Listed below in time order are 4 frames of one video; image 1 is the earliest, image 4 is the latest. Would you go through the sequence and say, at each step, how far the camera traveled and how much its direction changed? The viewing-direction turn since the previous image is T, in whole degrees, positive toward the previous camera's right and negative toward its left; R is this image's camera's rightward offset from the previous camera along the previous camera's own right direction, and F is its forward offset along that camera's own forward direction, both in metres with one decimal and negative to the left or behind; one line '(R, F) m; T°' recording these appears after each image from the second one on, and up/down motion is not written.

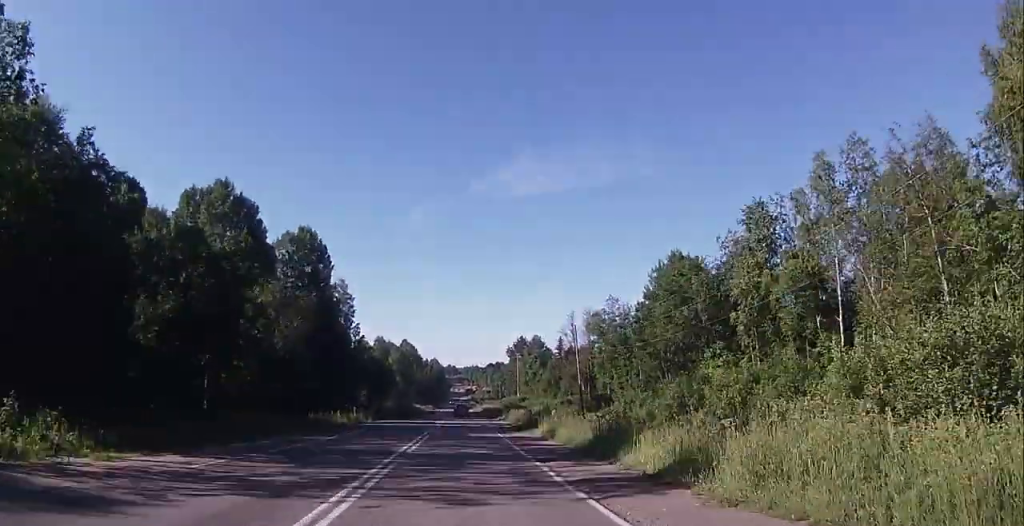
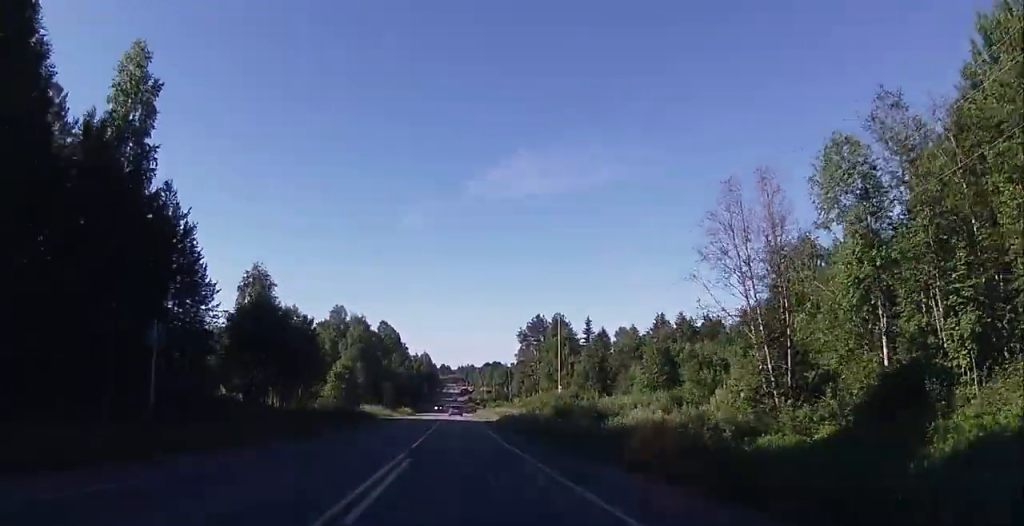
(-1.4, +60.5) m; -1°
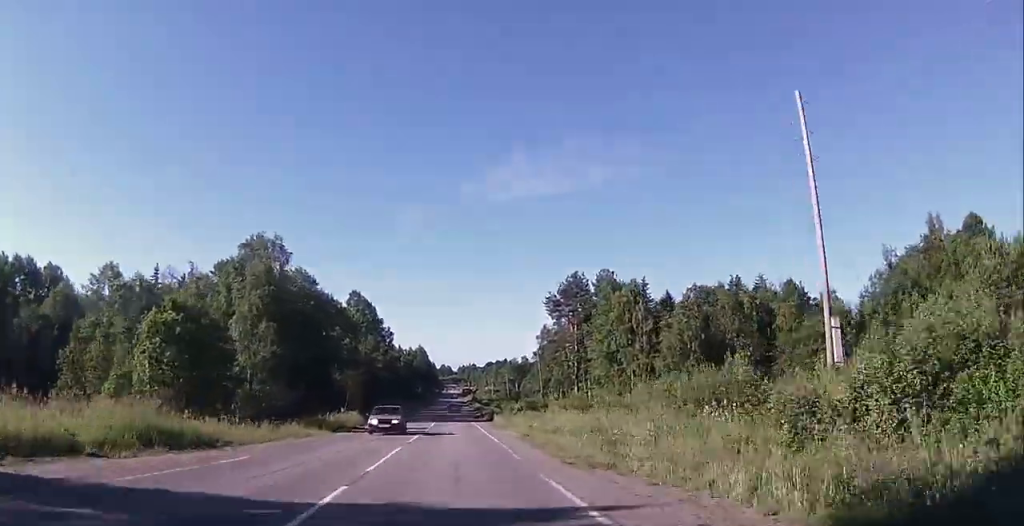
(+0.3, +58.0) m; 0°
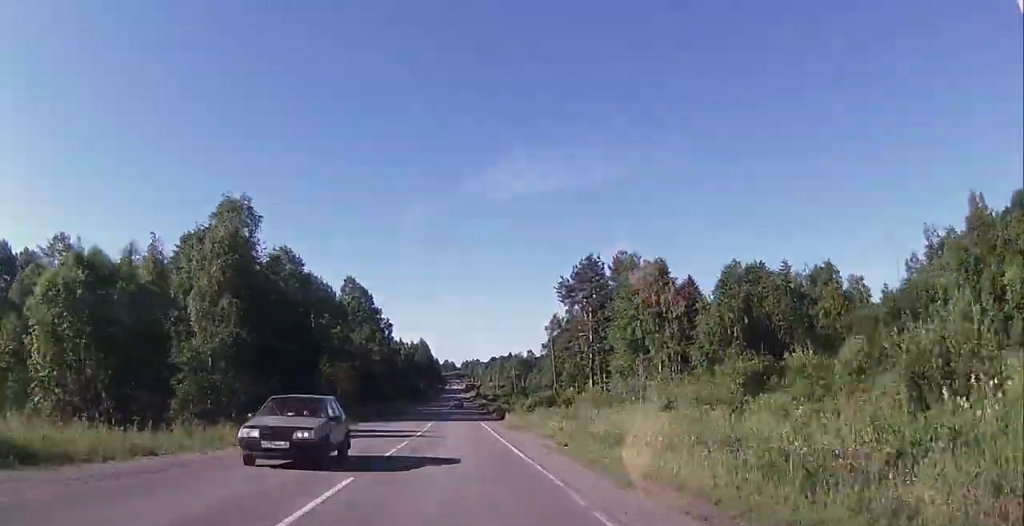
(0.0, +10.9) m; 0°
